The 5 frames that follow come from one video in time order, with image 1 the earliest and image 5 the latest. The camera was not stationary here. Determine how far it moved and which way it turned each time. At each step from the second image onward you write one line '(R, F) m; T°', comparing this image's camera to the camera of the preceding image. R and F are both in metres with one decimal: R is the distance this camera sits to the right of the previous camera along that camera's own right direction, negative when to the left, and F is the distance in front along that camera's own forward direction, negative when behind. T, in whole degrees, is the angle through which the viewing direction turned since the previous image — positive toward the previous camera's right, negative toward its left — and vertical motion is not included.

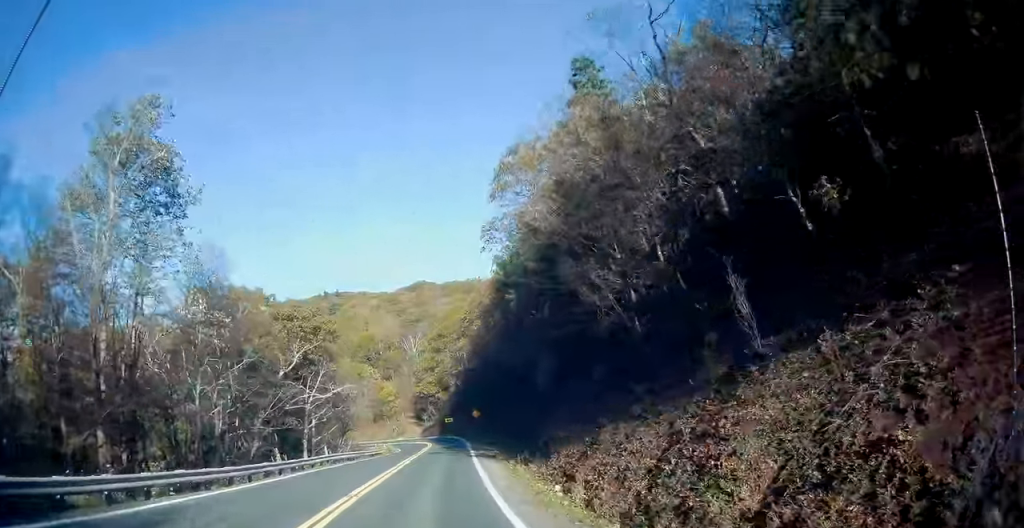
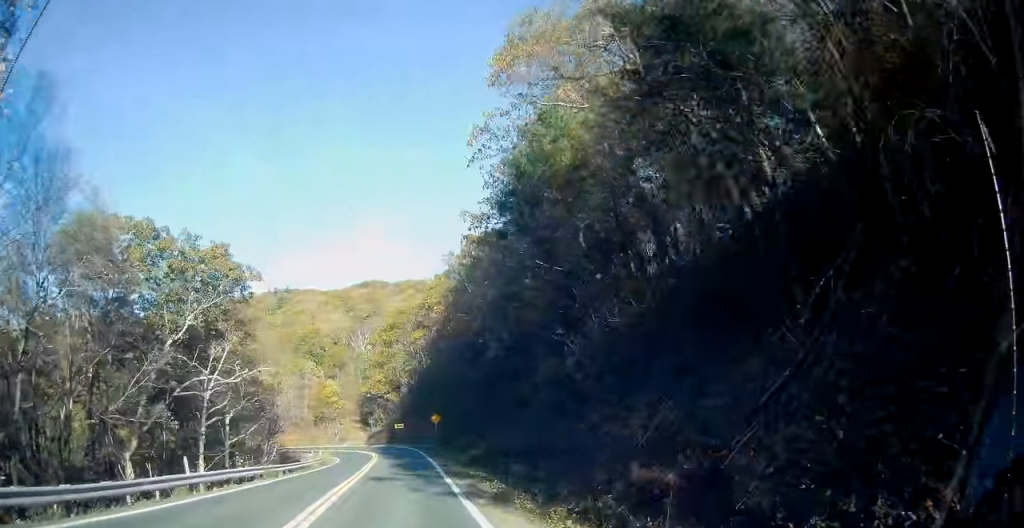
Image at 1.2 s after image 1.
(+0.7, +15.5) m; +3°
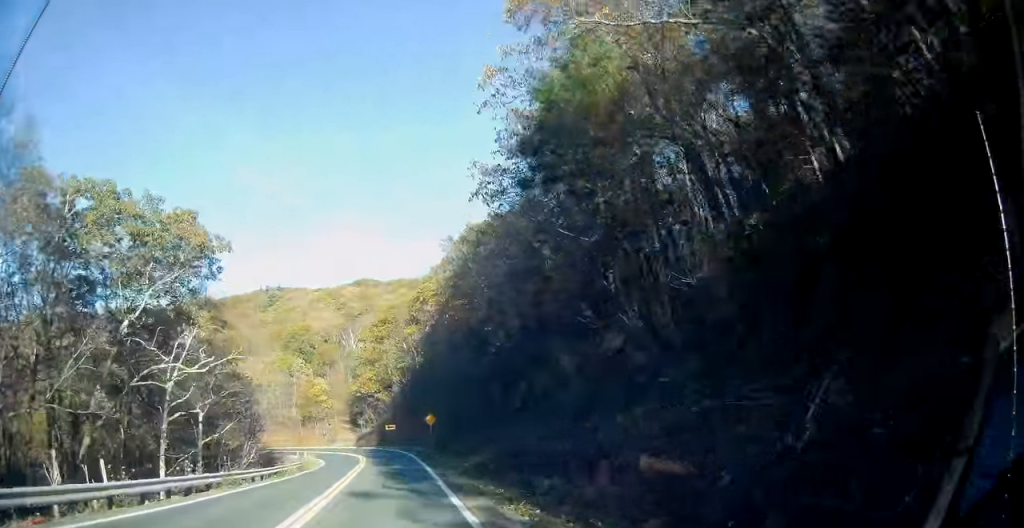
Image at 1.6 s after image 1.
(0.0, +5.1) m; 0°
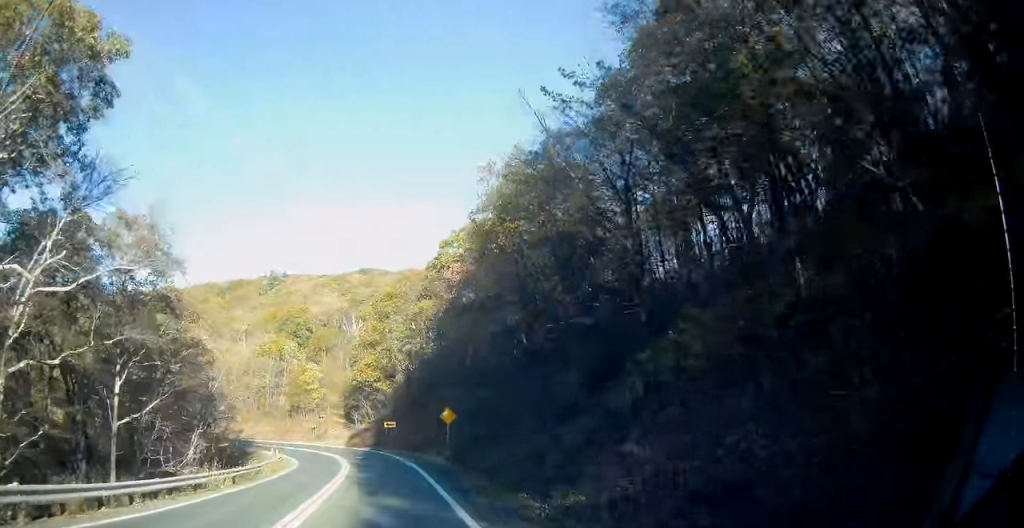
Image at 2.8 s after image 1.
(0.0, +15.2) m; 0°
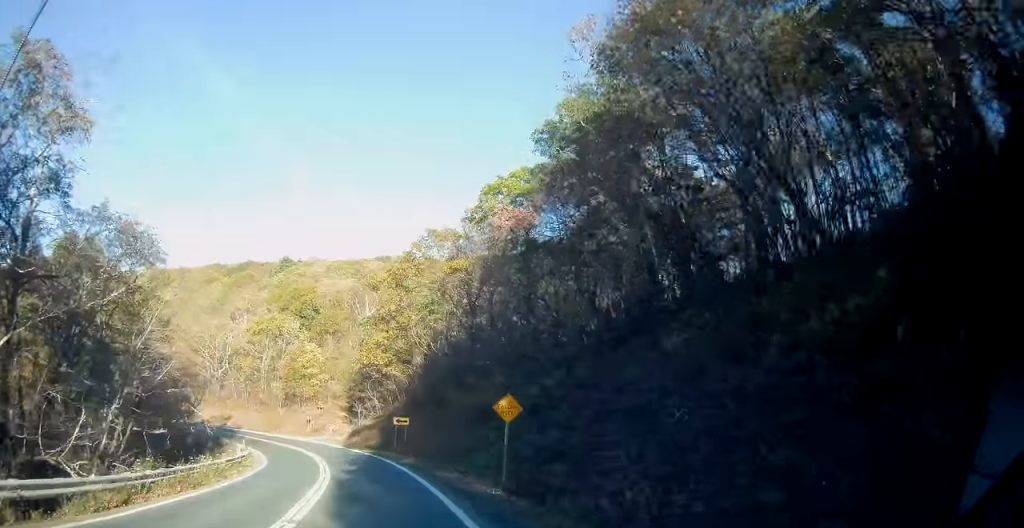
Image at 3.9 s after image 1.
(0.0, +15.1) m; 0°
